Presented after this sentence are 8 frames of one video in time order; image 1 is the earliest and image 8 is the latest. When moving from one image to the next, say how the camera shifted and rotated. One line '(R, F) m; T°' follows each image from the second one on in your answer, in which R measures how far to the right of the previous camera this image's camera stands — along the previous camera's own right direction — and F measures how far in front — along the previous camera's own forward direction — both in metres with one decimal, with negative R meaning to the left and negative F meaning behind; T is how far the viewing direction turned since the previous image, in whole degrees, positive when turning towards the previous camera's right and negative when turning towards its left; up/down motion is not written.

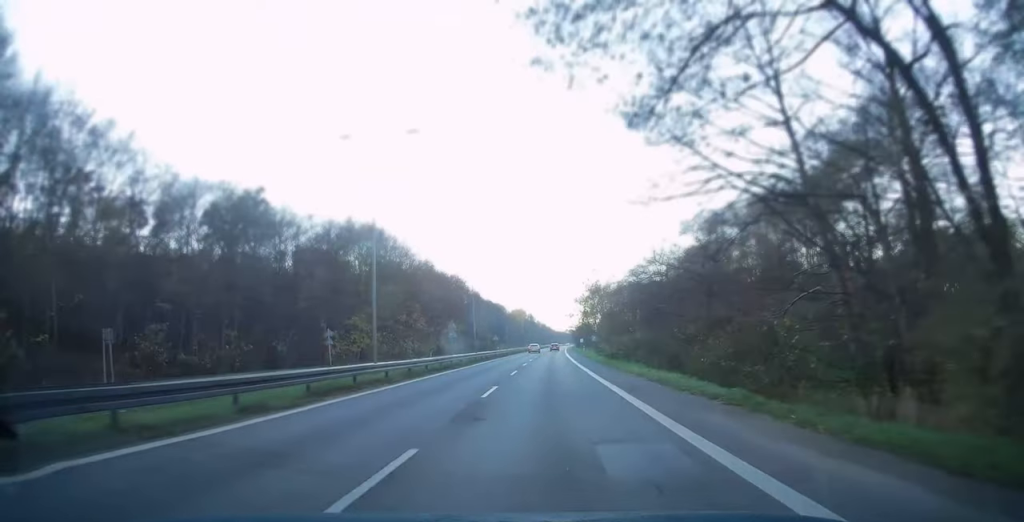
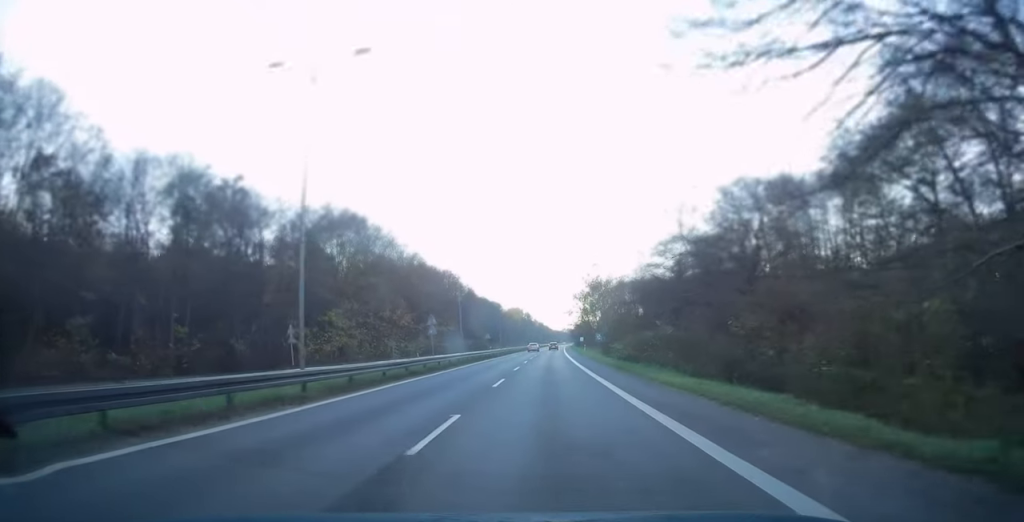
(+0.1, +8.2) m; +1°
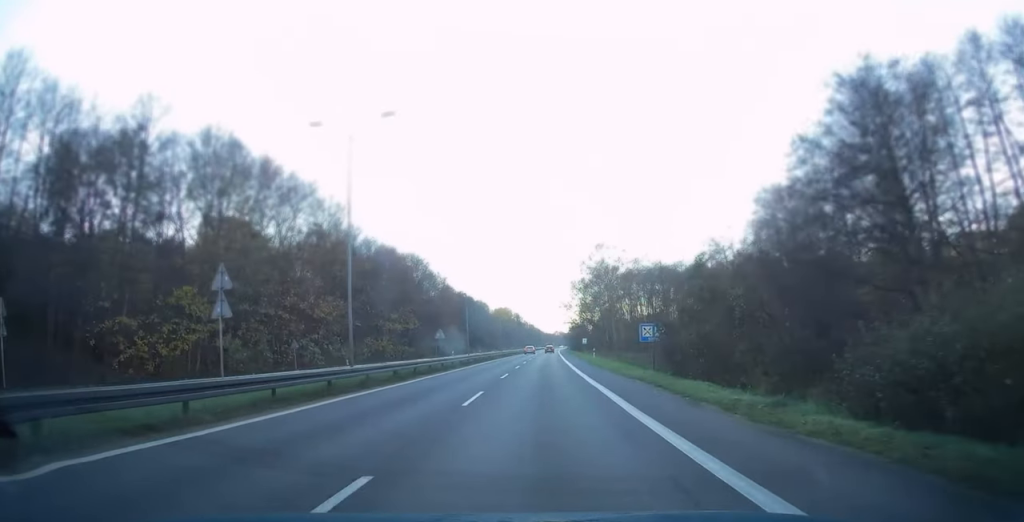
(+0.1, +29.3) m; -1°
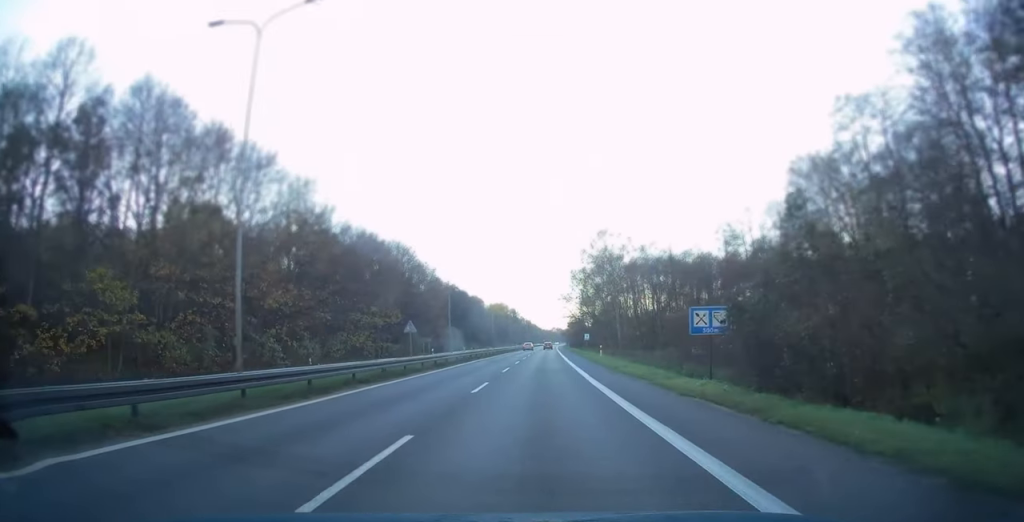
(-0.2, +9.5) m; 0°
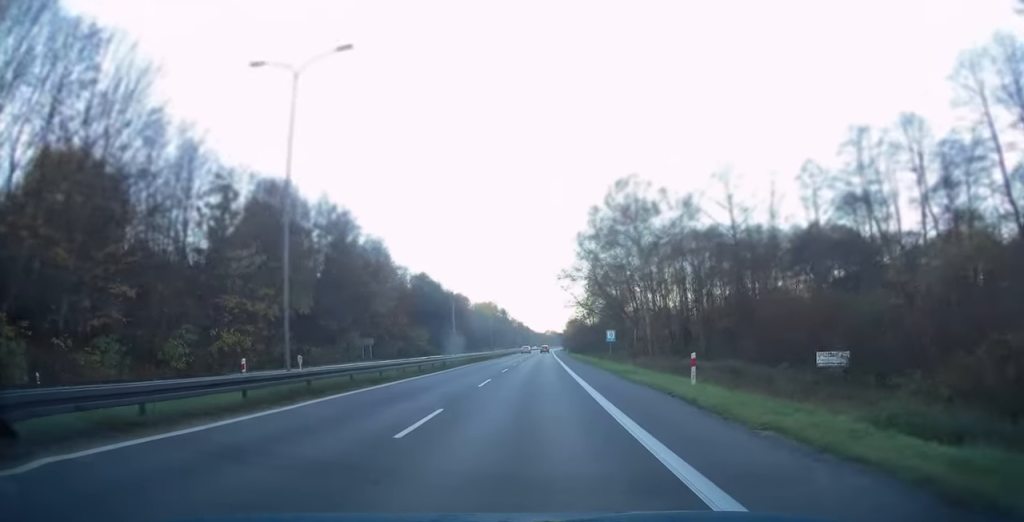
(+0.5, +31.6) m; +2°
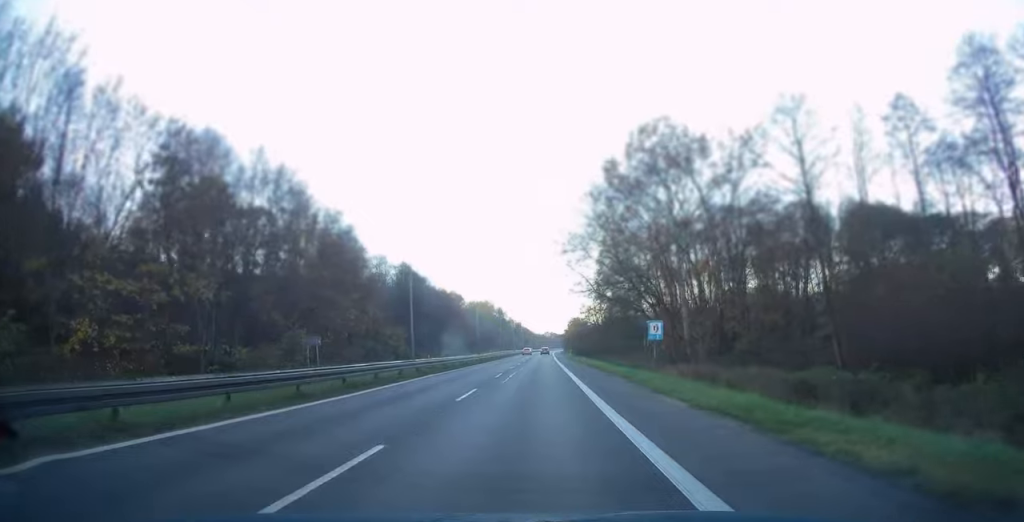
(+0.1, +16.7) m; 0°
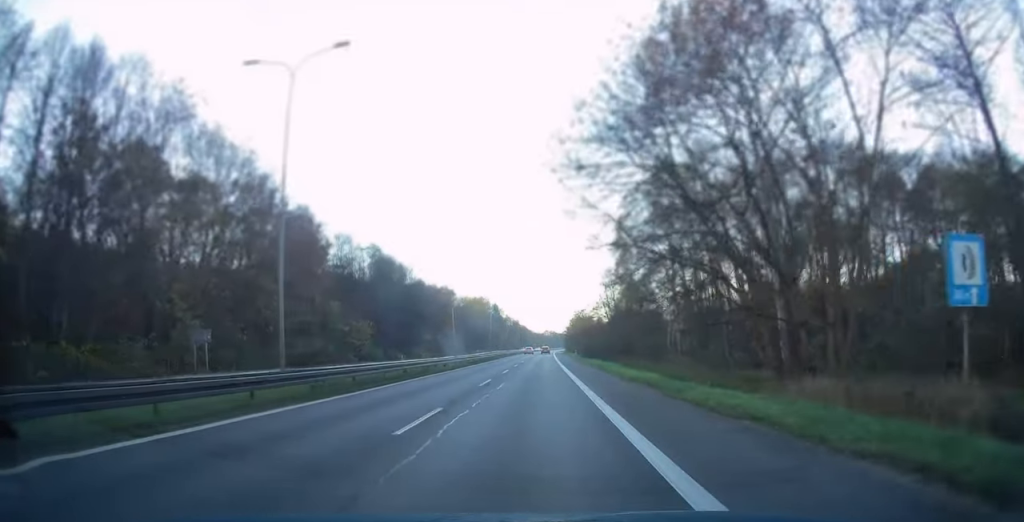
(0.0, +18.6) m; 0°
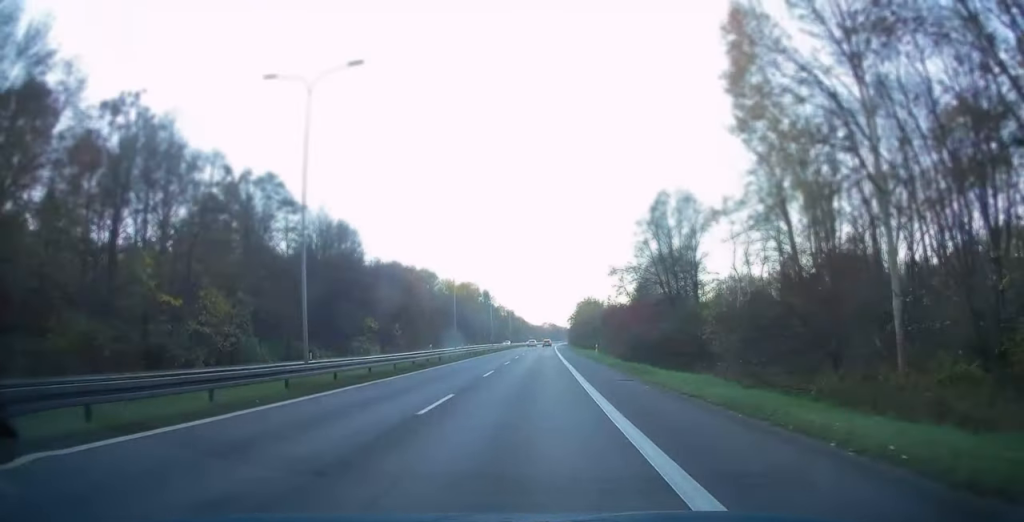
(+0.1, +33.7) m; +1°
